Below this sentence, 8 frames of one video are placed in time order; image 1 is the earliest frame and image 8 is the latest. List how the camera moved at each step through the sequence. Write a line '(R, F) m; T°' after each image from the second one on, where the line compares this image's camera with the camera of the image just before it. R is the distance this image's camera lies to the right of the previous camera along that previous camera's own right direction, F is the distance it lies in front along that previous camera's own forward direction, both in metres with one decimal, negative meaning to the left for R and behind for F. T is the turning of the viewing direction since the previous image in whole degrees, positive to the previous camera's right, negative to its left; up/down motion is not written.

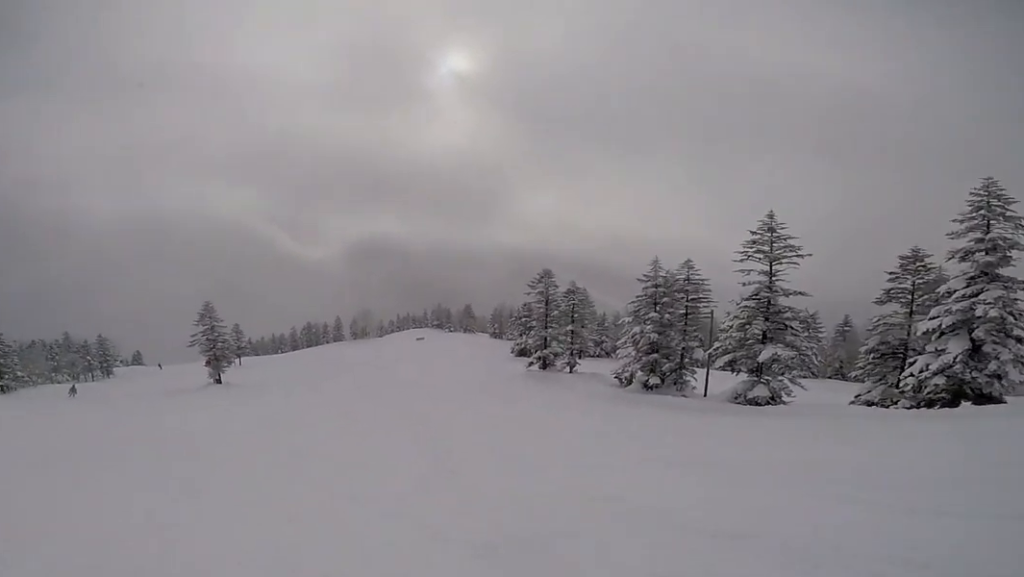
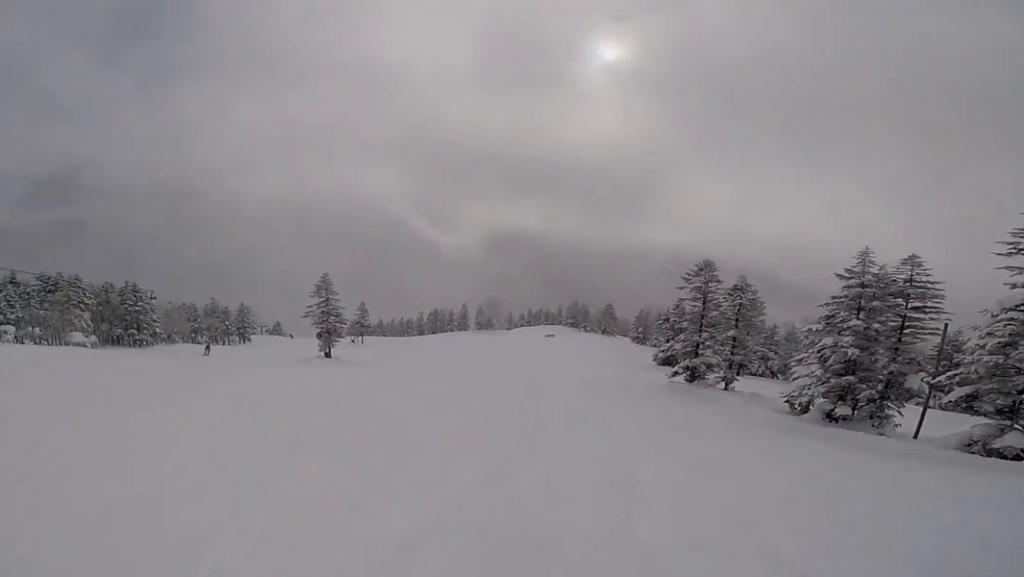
(-0.1, +3.8) m; -11°
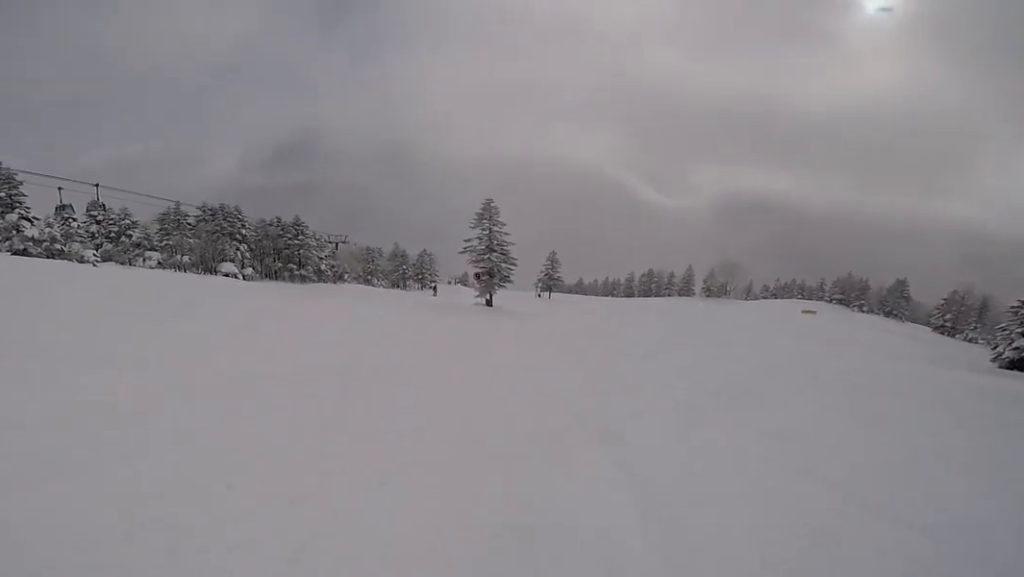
(-4.1, +10.1) m; -33°
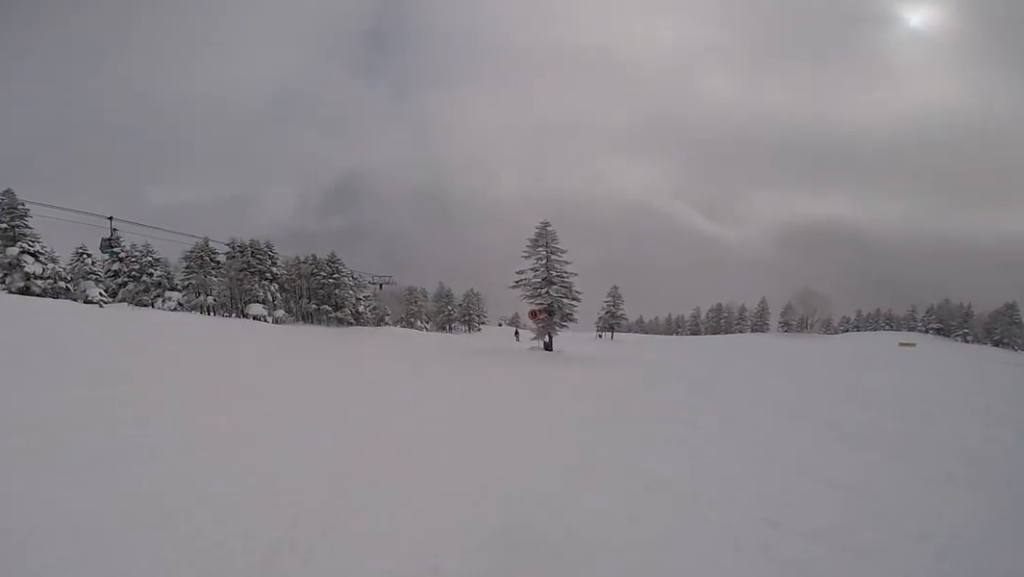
(-0.4, +5.2) m; -8°
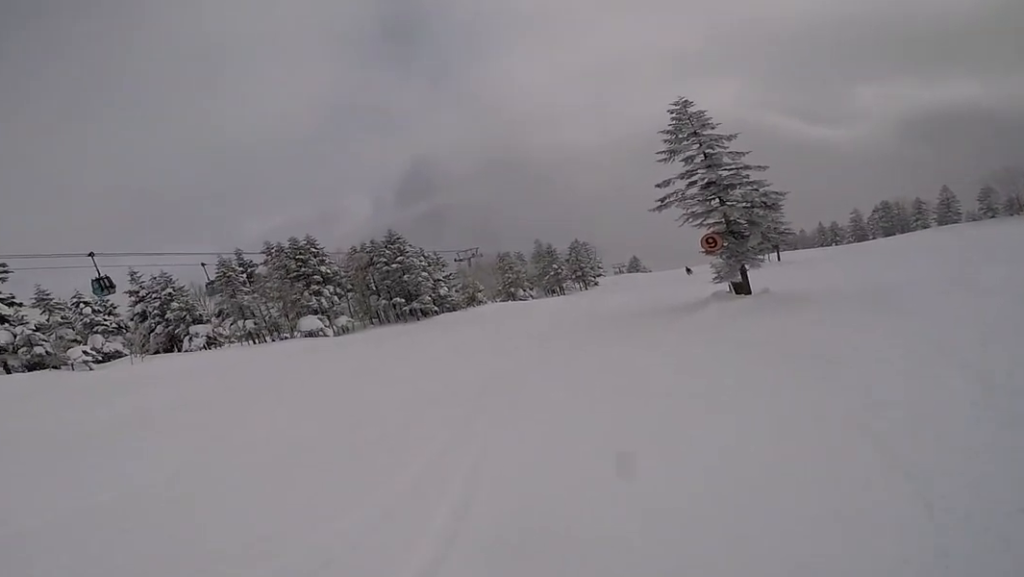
(-1.4, +10.7) m; -13°
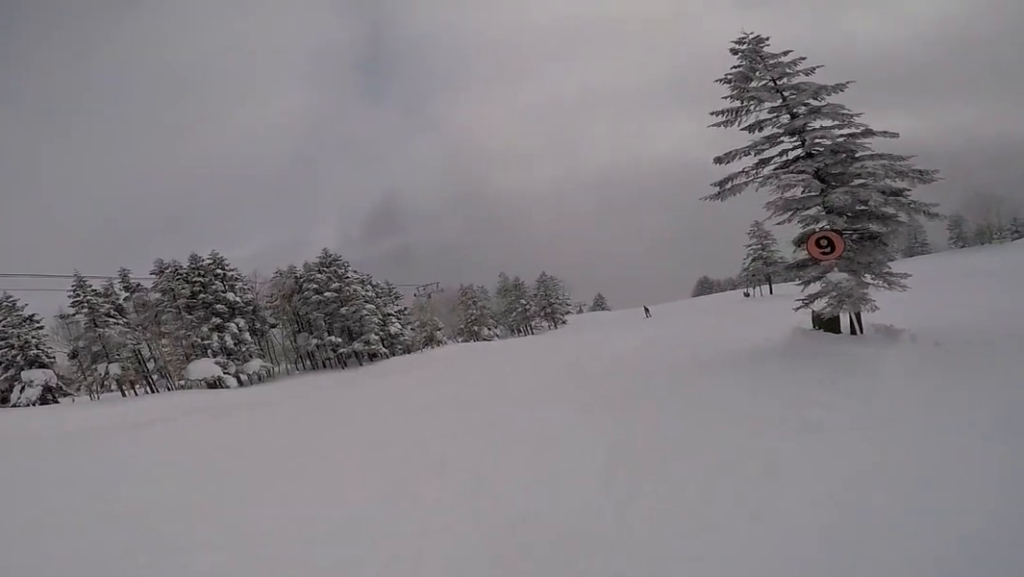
(-0.4, +8.4) m; +4°
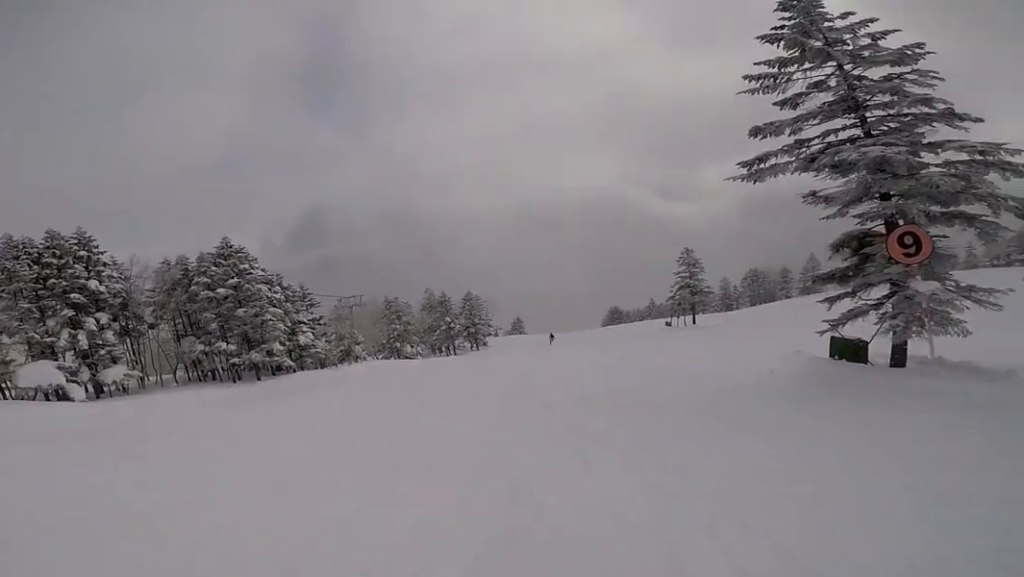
(0.0, +4.0) m; +7°
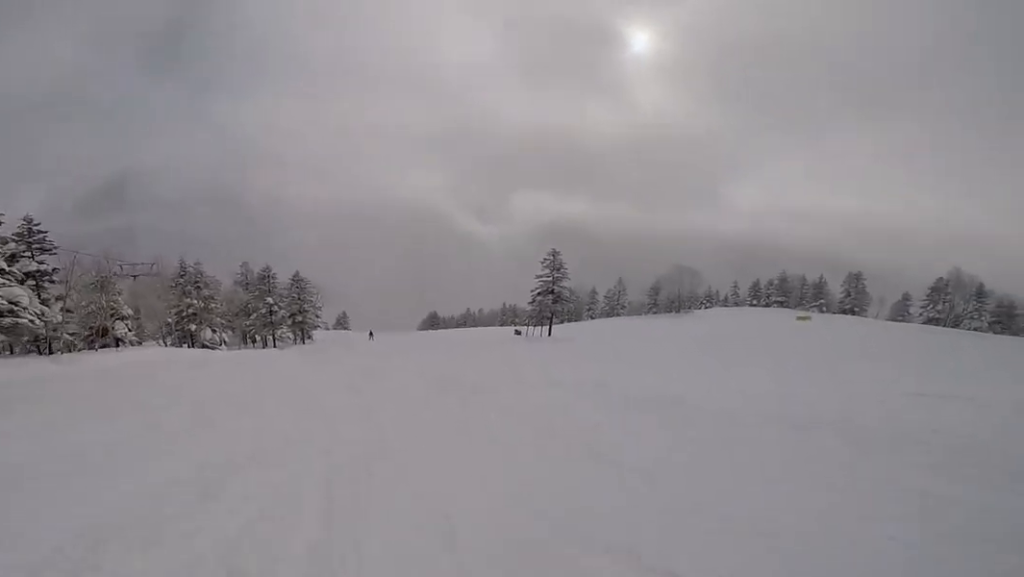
(+2.1, +8.8) m; +20°
